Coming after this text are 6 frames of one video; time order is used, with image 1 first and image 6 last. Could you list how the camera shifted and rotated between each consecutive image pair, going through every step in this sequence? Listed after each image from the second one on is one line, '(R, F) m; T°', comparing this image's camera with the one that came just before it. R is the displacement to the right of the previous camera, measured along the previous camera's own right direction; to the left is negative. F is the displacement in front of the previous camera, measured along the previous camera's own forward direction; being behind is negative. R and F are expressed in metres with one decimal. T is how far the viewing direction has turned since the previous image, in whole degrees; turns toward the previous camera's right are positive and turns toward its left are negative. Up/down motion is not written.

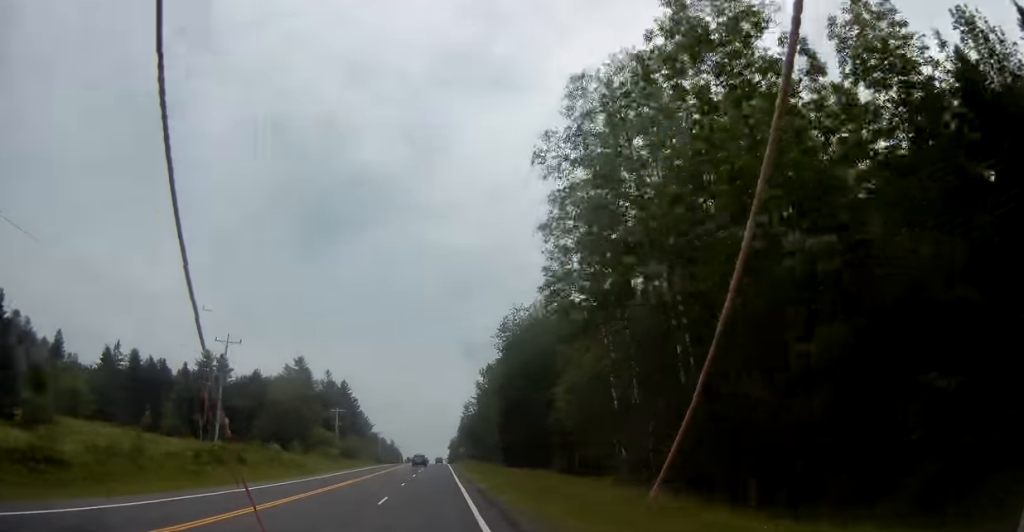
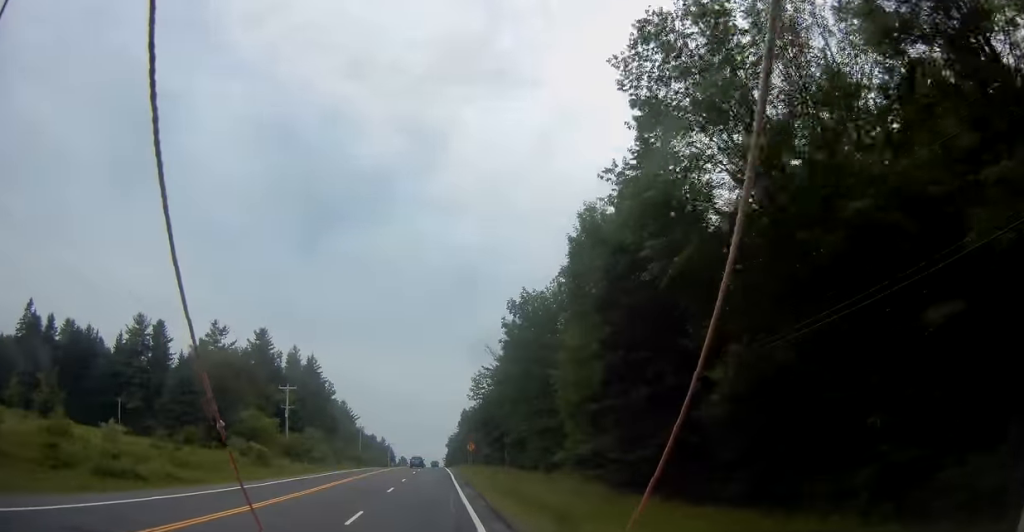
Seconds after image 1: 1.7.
(-0.4, +43.7) m; 0°
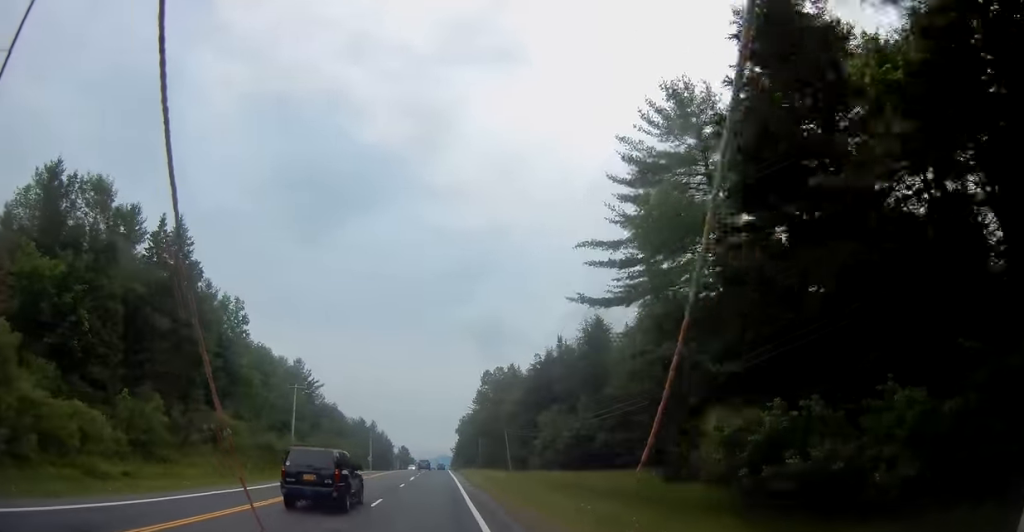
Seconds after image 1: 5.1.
(+0.7, +80.0) m; 0°
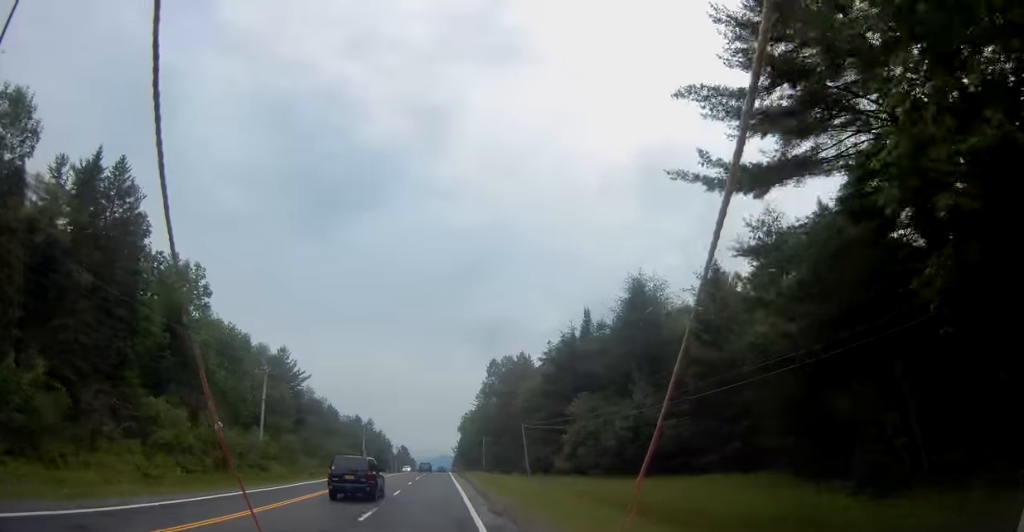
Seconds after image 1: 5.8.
(-0.2, +15.3) m; 0°
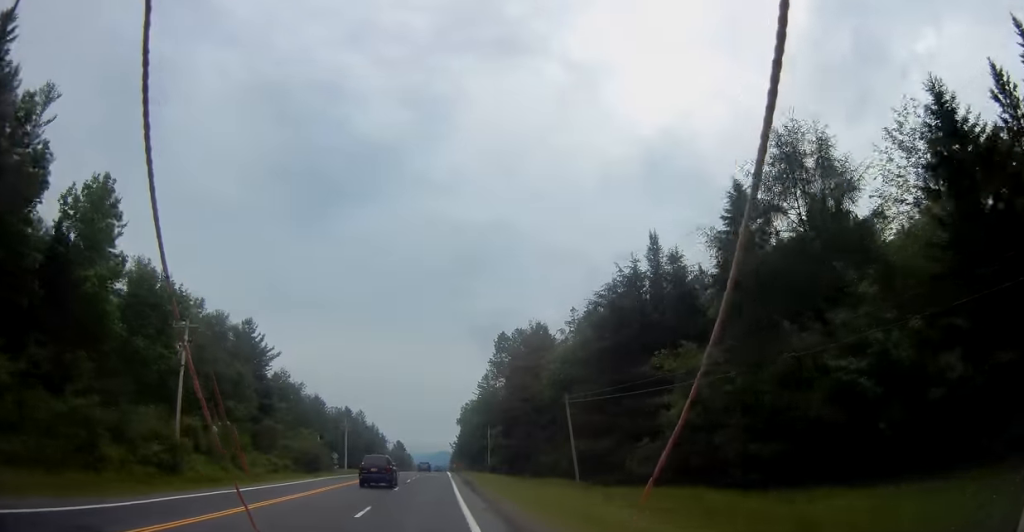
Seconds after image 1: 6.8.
(-0.1, +22.7) m; 0°
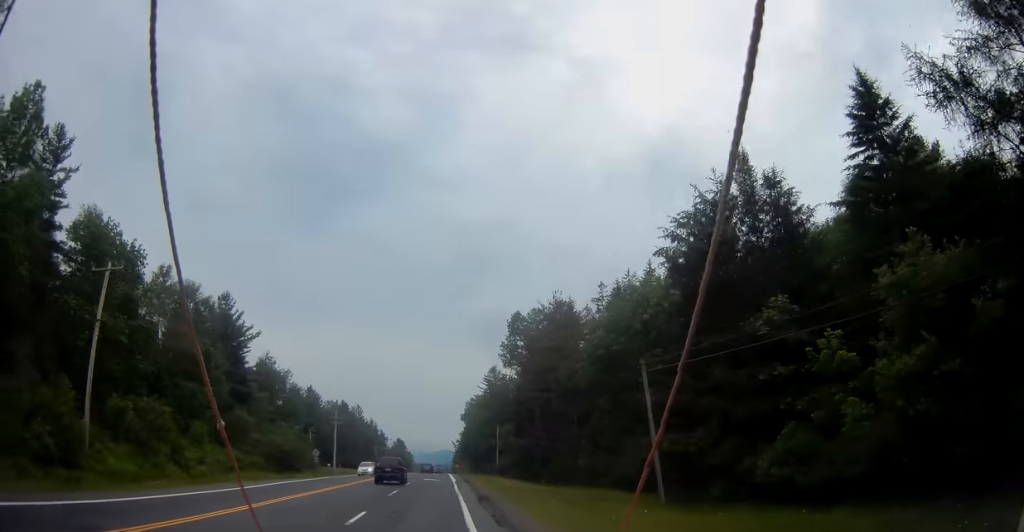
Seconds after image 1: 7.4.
(+0.2, +14.3) m; 0°
